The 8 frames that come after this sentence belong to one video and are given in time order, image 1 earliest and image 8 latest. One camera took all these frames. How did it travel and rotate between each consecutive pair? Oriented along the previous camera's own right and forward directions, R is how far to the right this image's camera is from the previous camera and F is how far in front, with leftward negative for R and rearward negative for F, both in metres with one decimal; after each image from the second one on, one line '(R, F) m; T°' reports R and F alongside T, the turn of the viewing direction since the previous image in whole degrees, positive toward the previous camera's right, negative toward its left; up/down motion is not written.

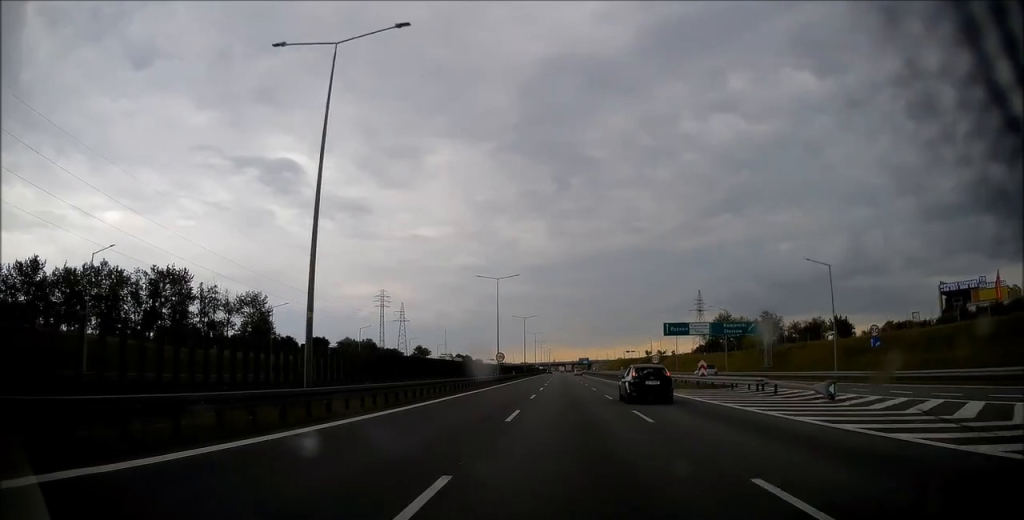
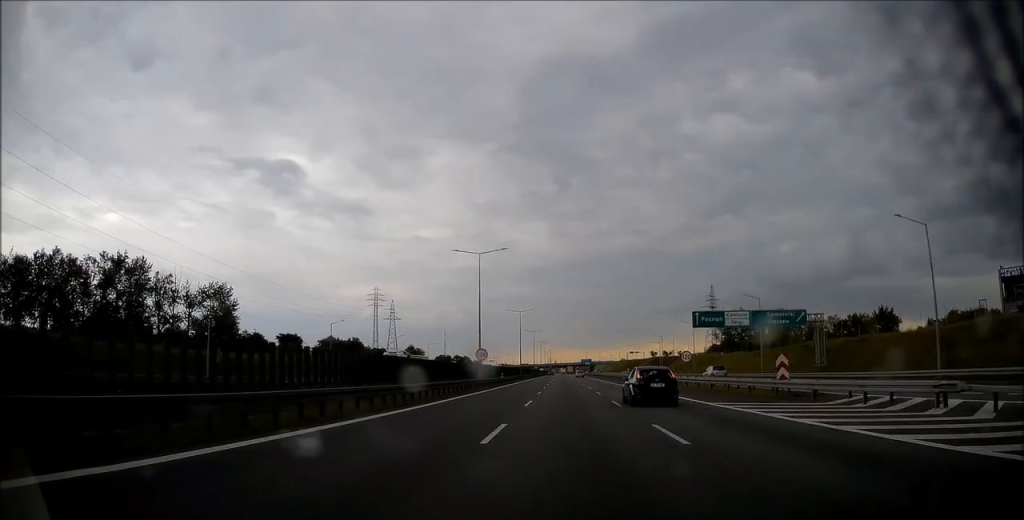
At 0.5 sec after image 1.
(-0.2, +16.2) m; 0°
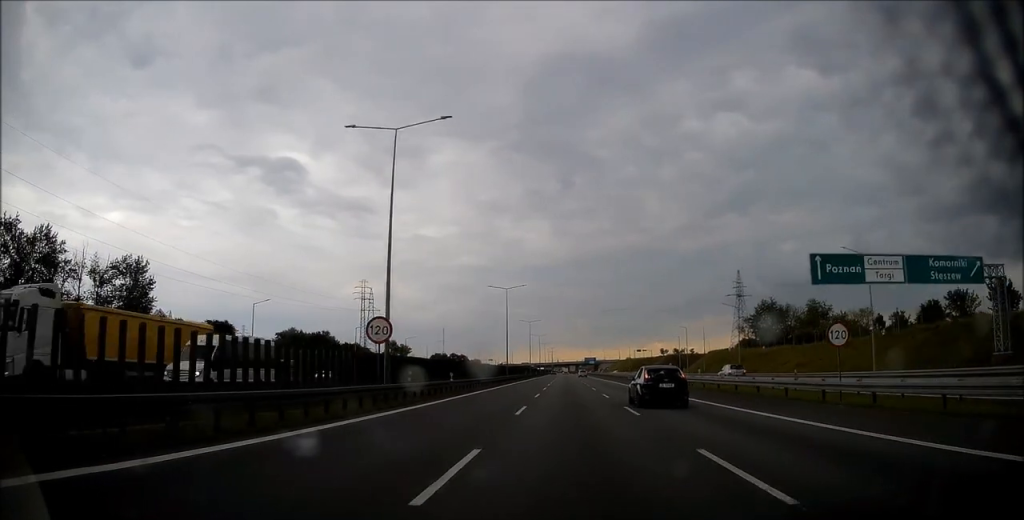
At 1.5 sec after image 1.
(-0.2, +28.9) m; 0°
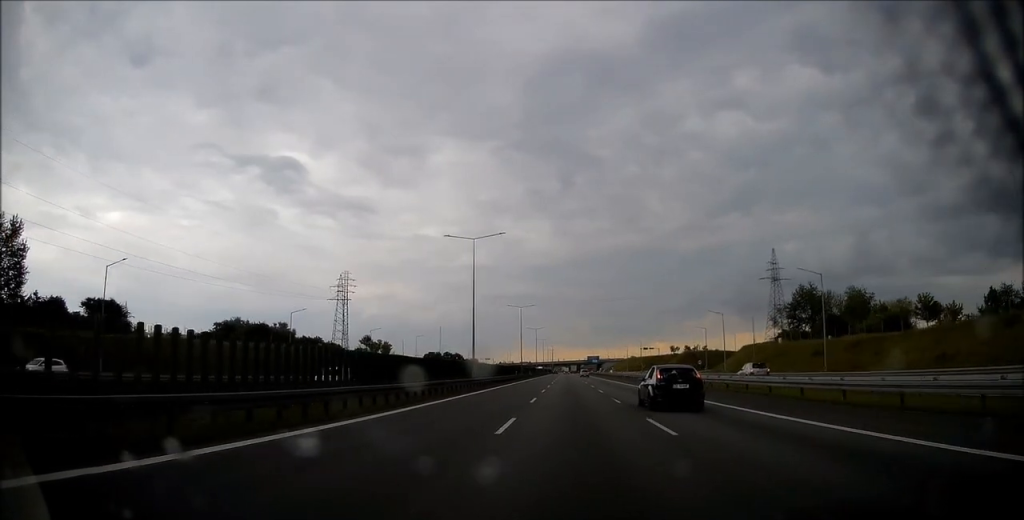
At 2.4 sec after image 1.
(0.0, +29.5) m; 0°
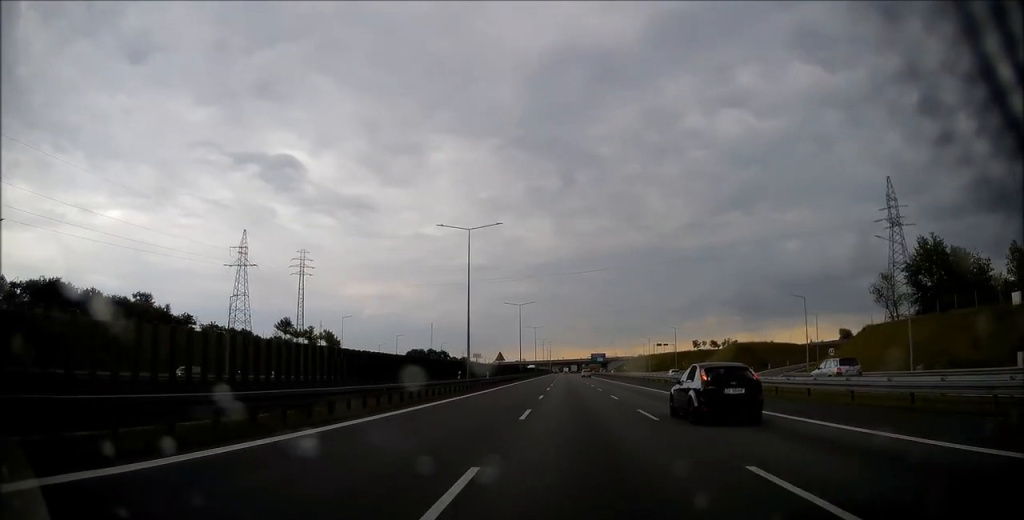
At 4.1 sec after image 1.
(0.0, +56.4) m; 0°
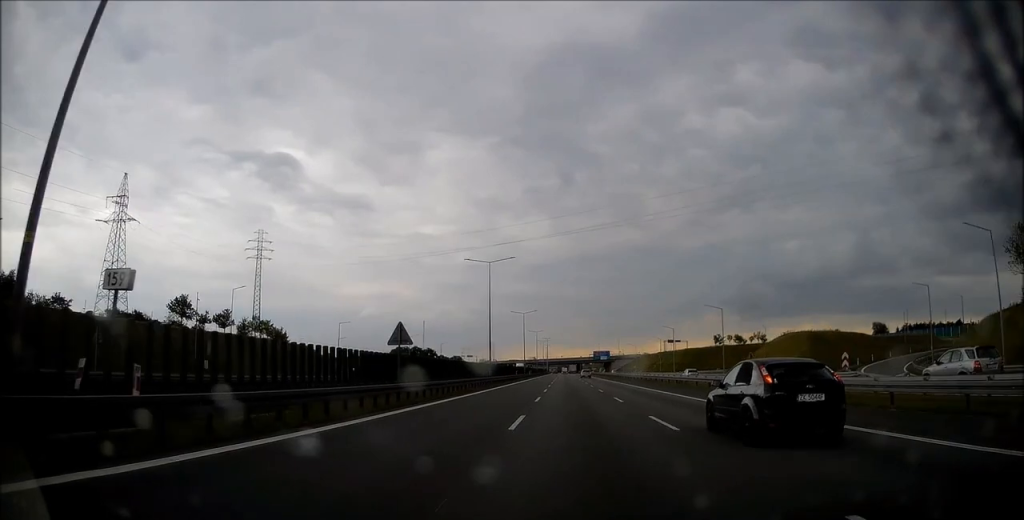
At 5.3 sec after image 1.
(0.0, +39.1) m; 0°
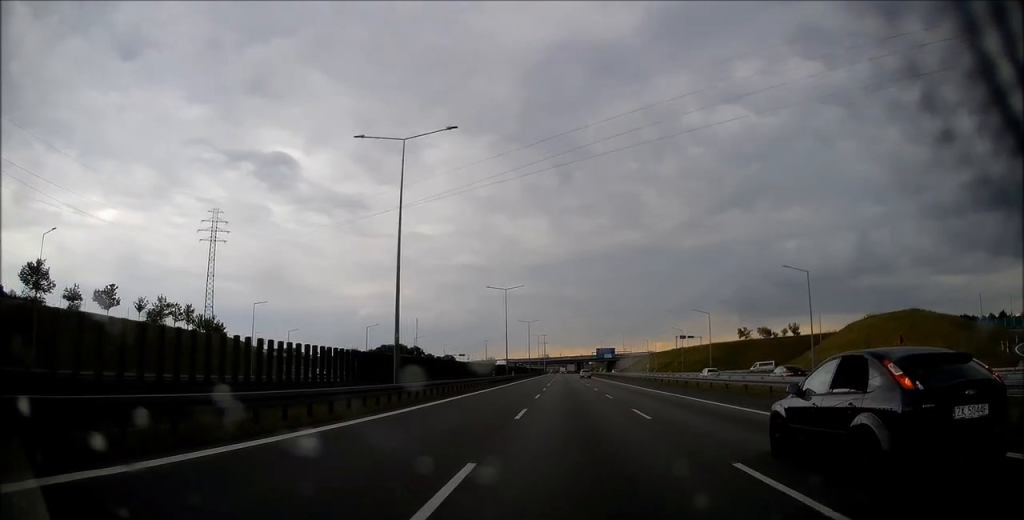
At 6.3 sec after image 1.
(+0.1, +32.9) m; 0°
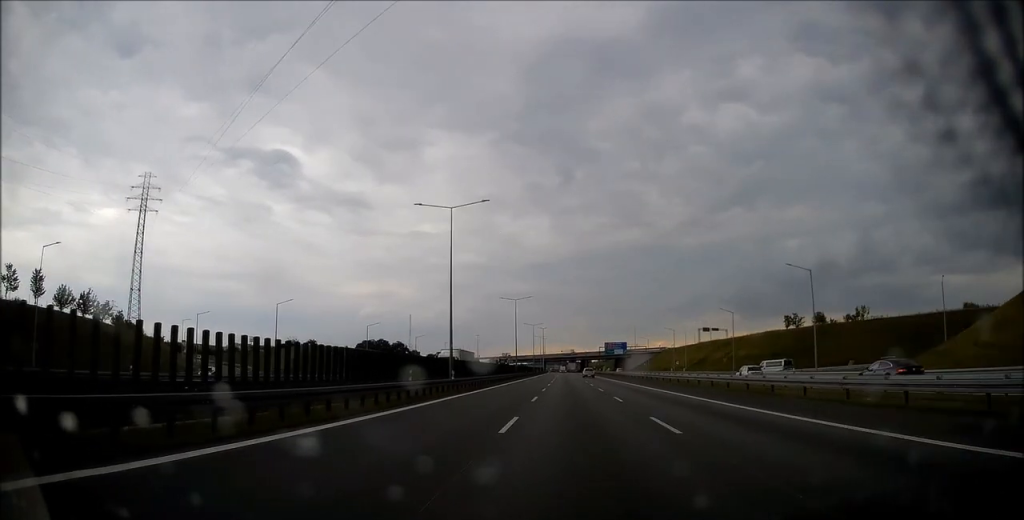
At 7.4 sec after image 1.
(+0.1, +40.1) m; 0°
